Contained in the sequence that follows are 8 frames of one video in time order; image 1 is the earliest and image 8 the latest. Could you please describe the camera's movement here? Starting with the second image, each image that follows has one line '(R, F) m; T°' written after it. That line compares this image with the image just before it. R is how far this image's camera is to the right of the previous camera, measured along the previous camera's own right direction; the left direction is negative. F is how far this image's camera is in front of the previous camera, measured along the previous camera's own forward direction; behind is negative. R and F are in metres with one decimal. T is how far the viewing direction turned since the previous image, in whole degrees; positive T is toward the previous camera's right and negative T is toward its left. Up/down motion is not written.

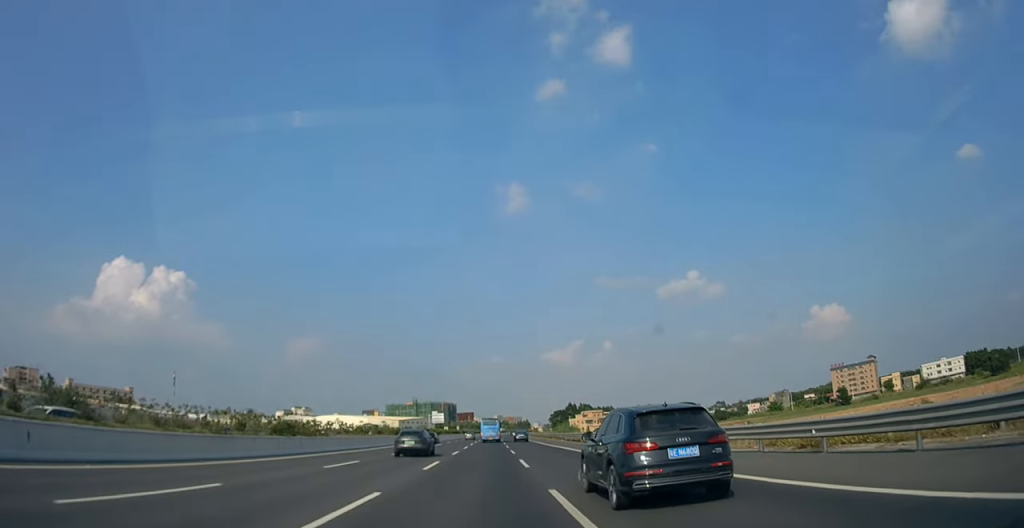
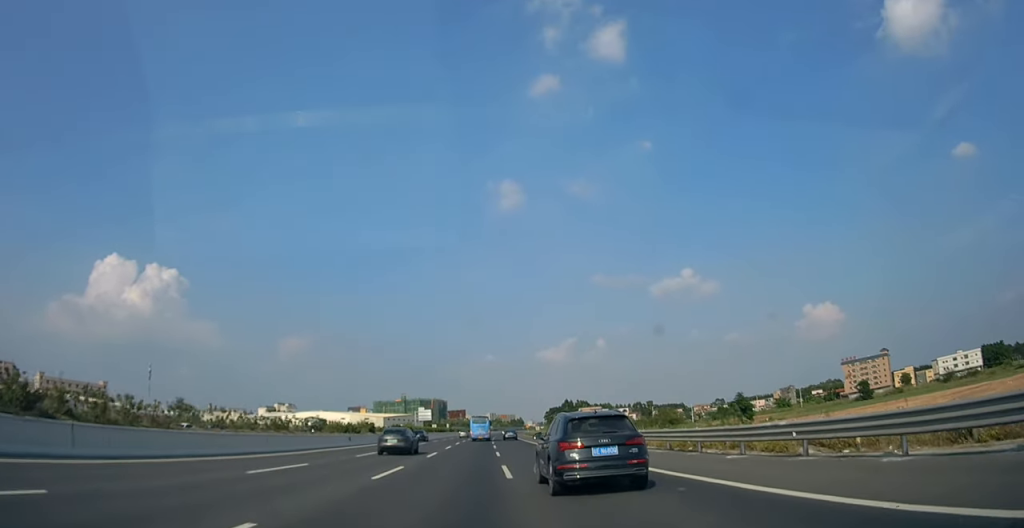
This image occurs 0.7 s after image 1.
(-0.1, +22.5) m; +1°
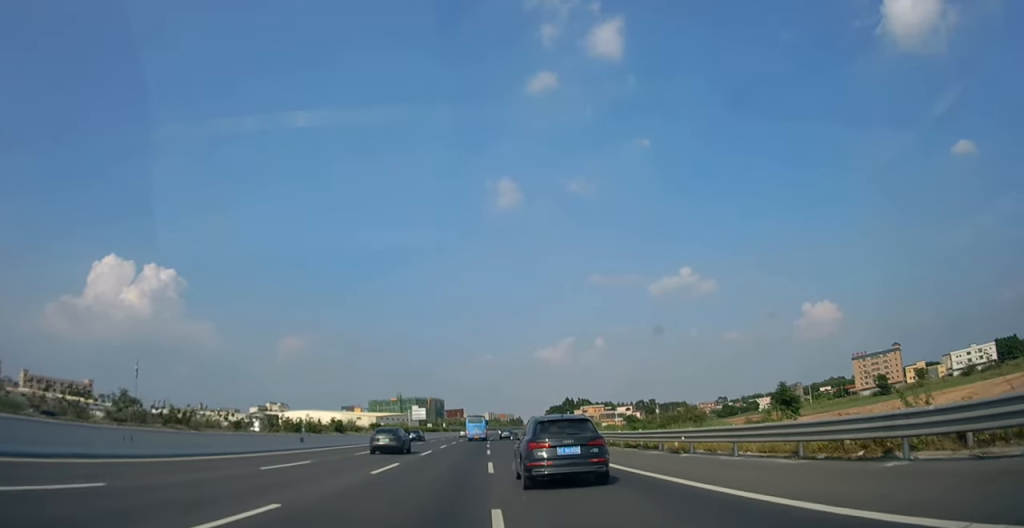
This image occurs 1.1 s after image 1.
(+0.1, +13.5) m; +1°
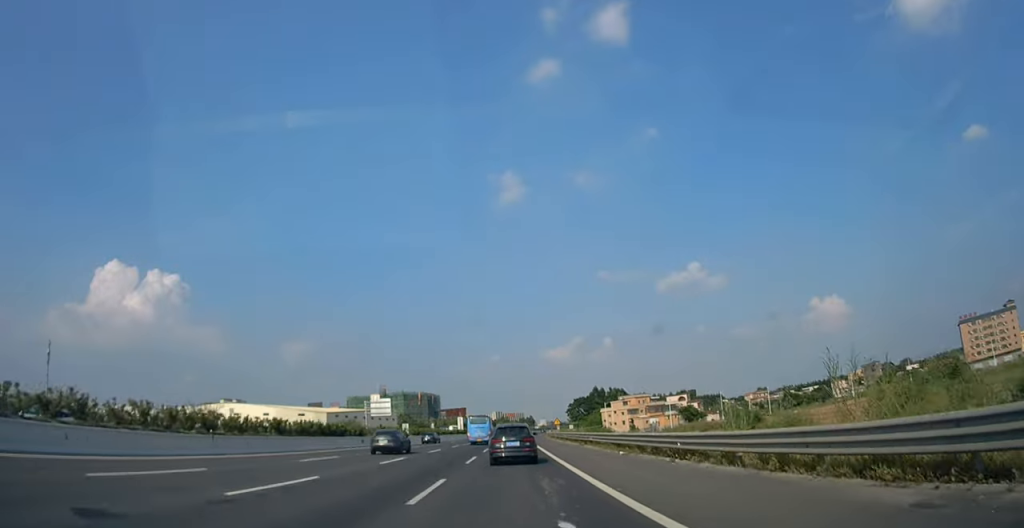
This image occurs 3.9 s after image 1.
(+0.4, +84.9) m; 0°
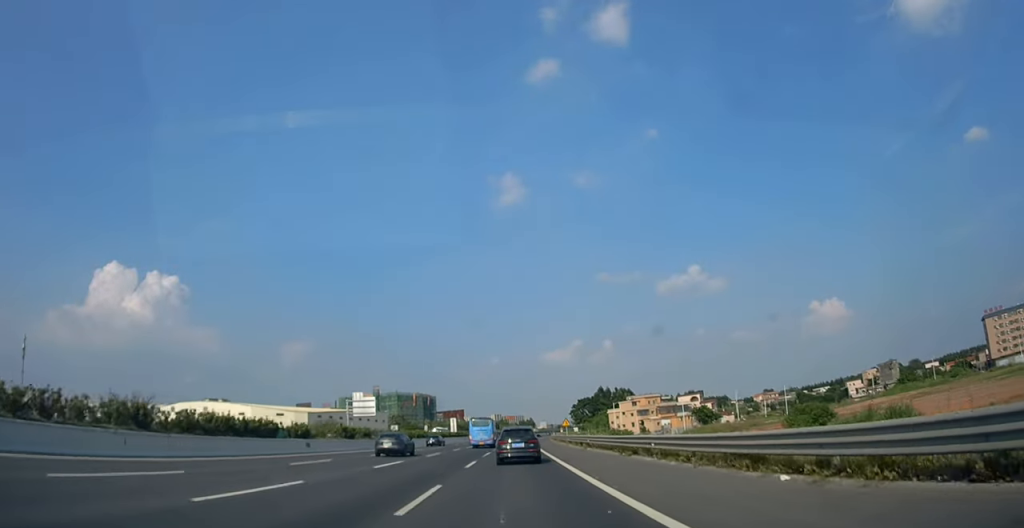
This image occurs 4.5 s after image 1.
(+0.2, +16.2) m; 0°
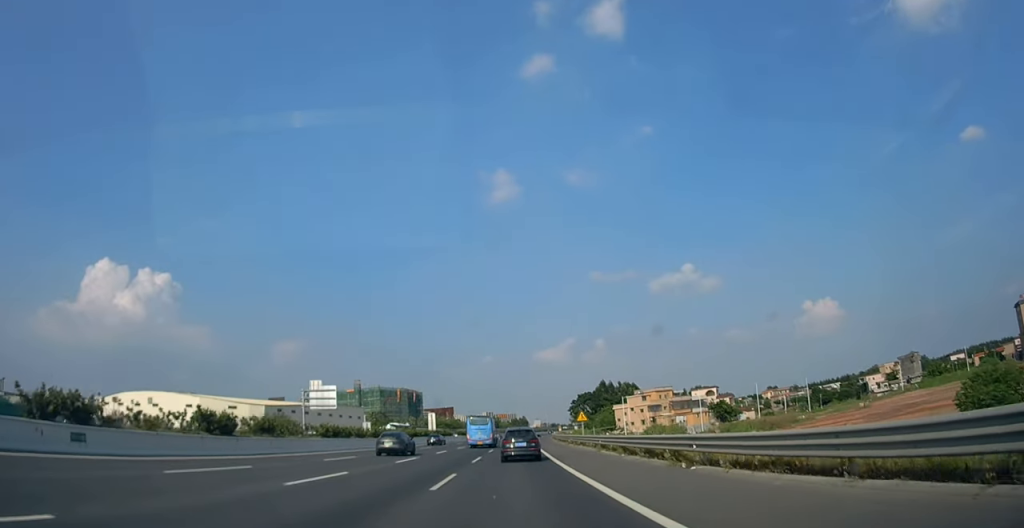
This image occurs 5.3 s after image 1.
(+0.1, +24.2) m; 0°
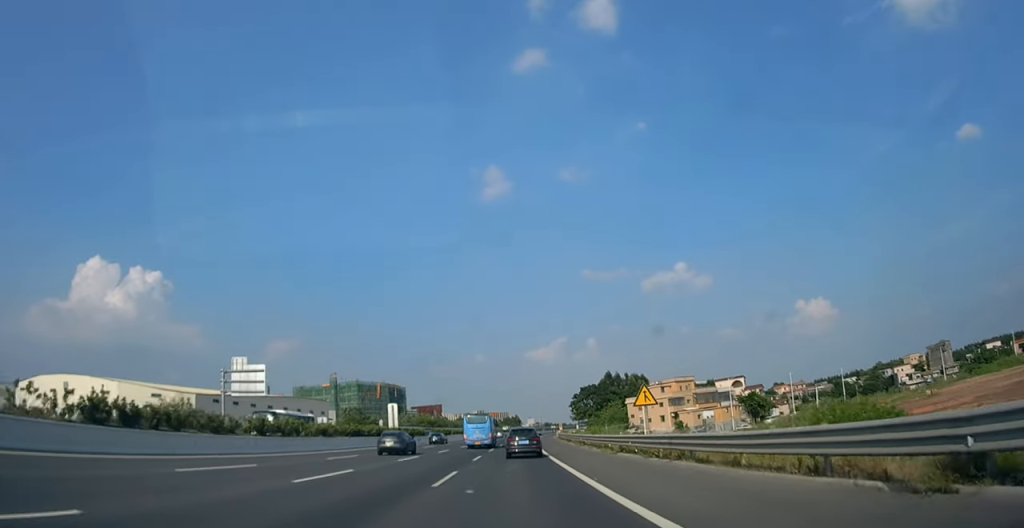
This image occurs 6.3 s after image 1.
(+0.2, +28.1) m; 0°
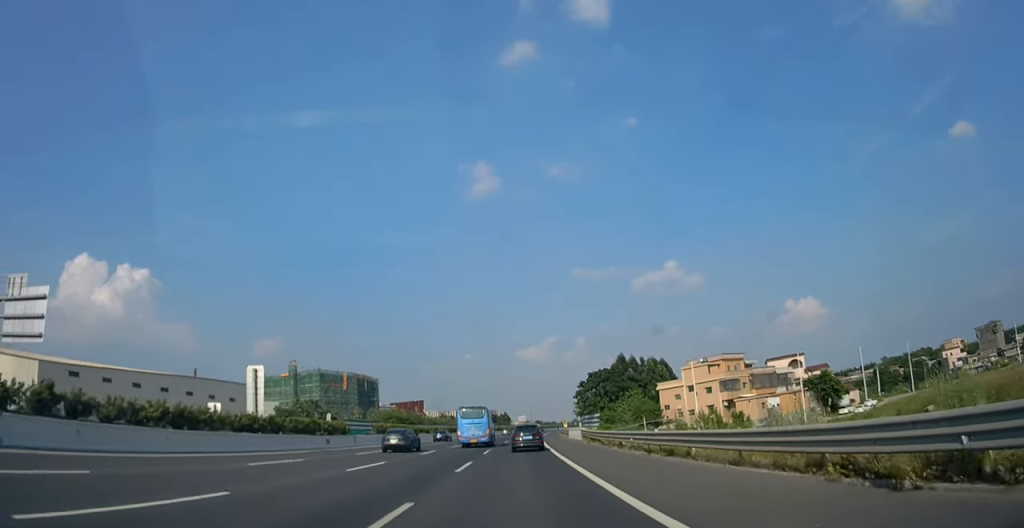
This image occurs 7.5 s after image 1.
(-0.1, +37.3) m; +1°
